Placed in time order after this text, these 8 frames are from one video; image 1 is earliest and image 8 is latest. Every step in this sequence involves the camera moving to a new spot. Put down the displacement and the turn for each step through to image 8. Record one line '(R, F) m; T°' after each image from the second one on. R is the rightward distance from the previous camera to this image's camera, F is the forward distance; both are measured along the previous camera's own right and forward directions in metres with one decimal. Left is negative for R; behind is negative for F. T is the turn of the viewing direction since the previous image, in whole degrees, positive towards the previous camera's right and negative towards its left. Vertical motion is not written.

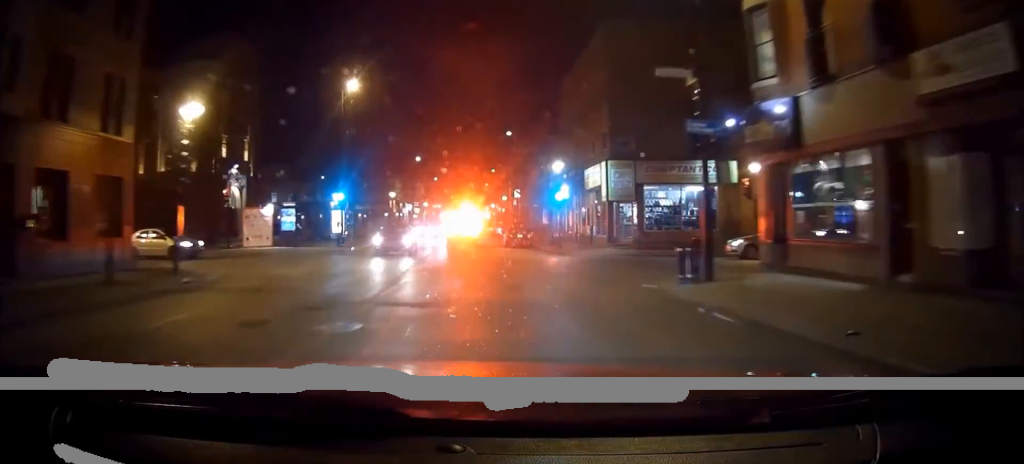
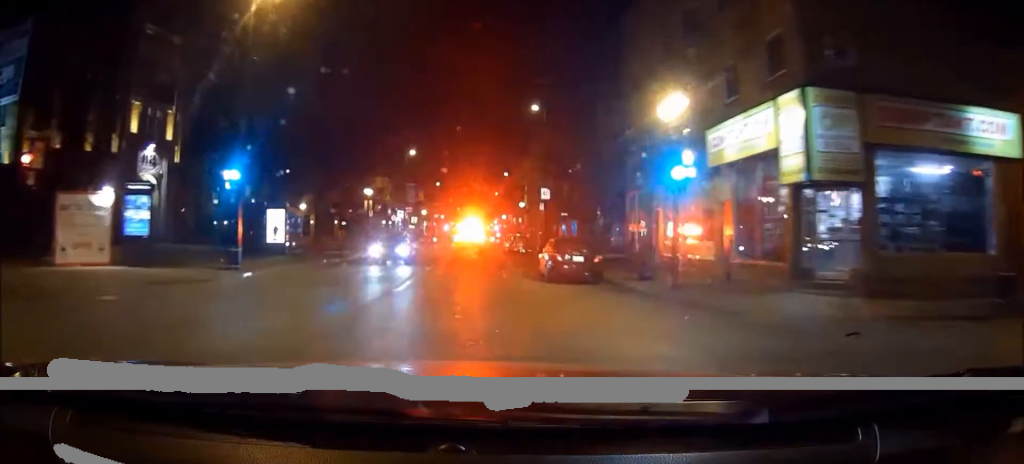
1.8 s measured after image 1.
(-0.5, +22.4) m; -2°
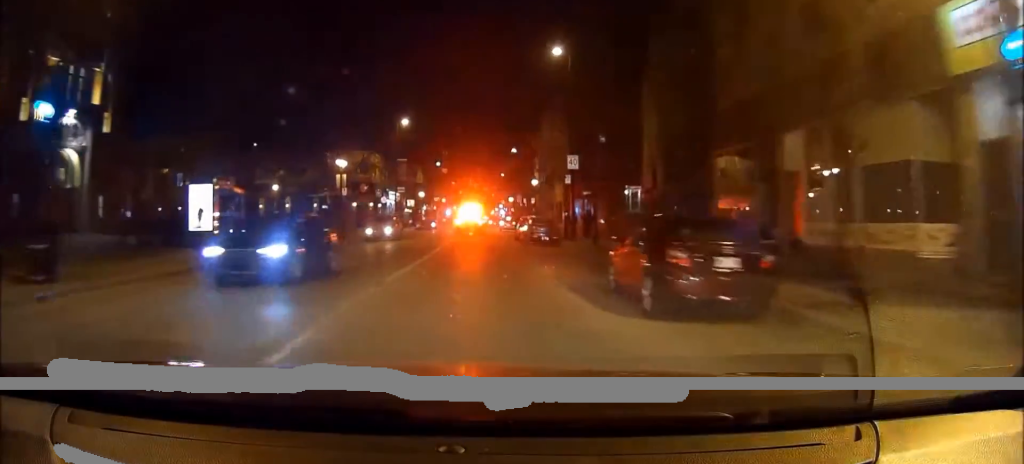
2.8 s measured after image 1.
(0.0, +12.8) m; 0°
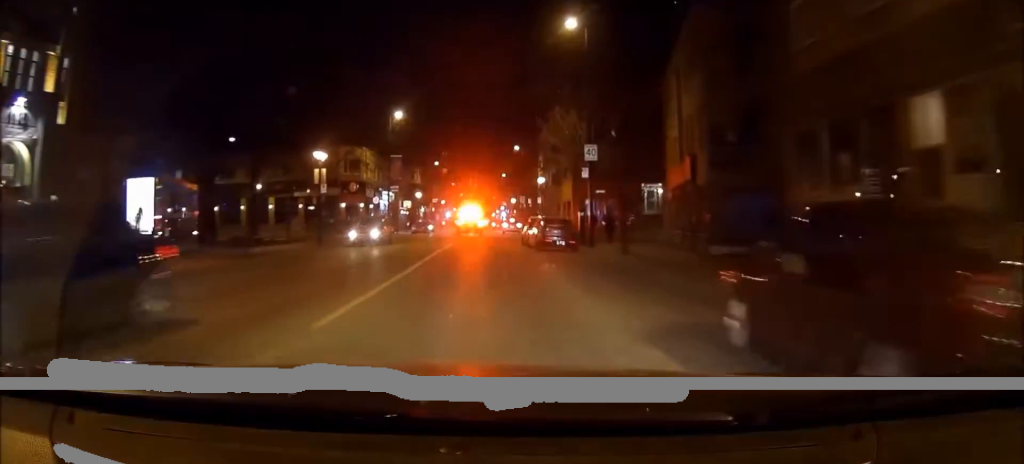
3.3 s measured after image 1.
(-0.1, +6.0) m; +1°
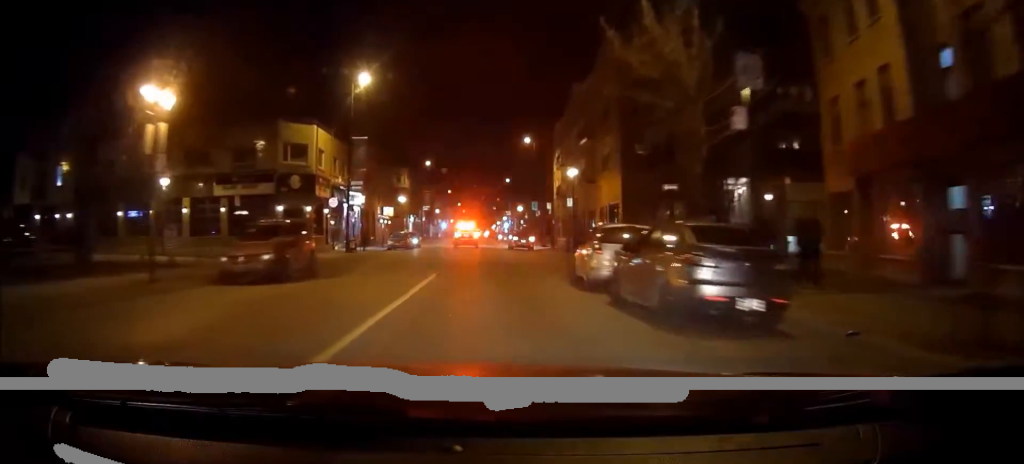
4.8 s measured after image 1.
(+0.5, +19.7) m; +2°
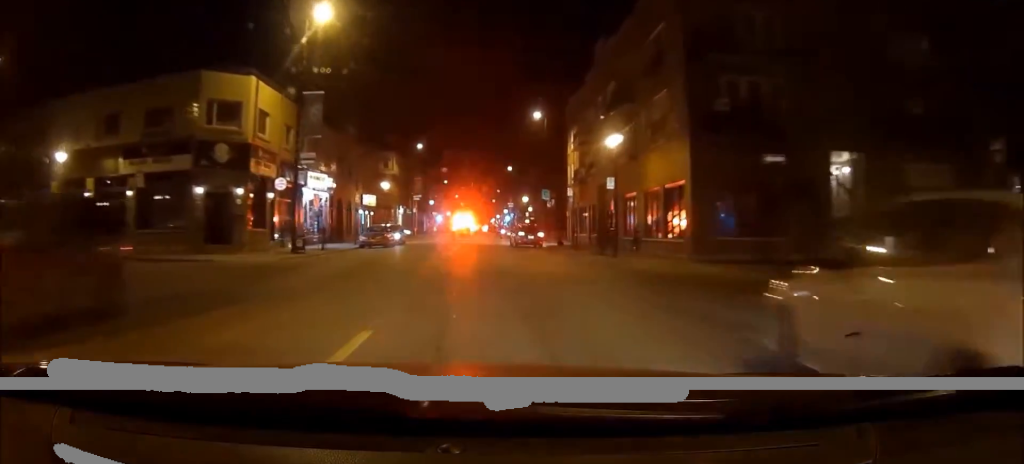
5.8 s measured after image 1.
(-0.1, +12.3) m; -1°
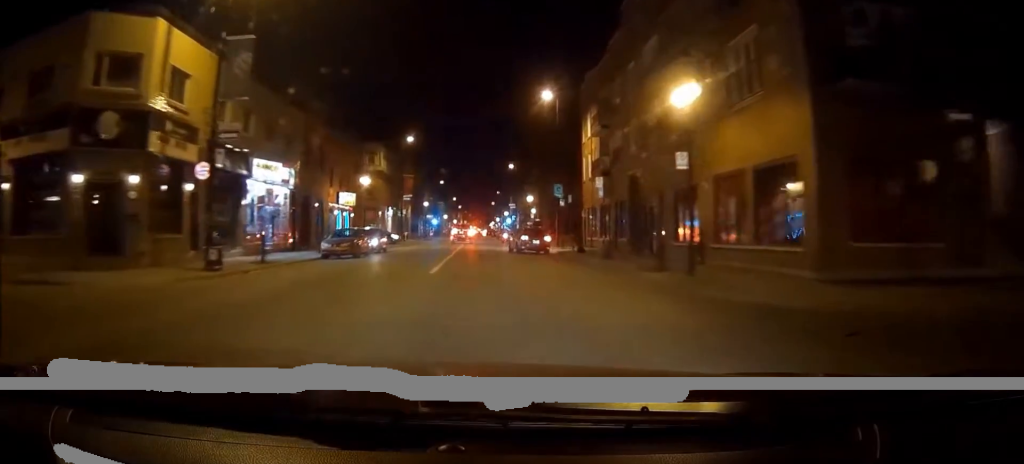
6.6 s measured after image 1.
(-0.1, +9.7) m; 0°
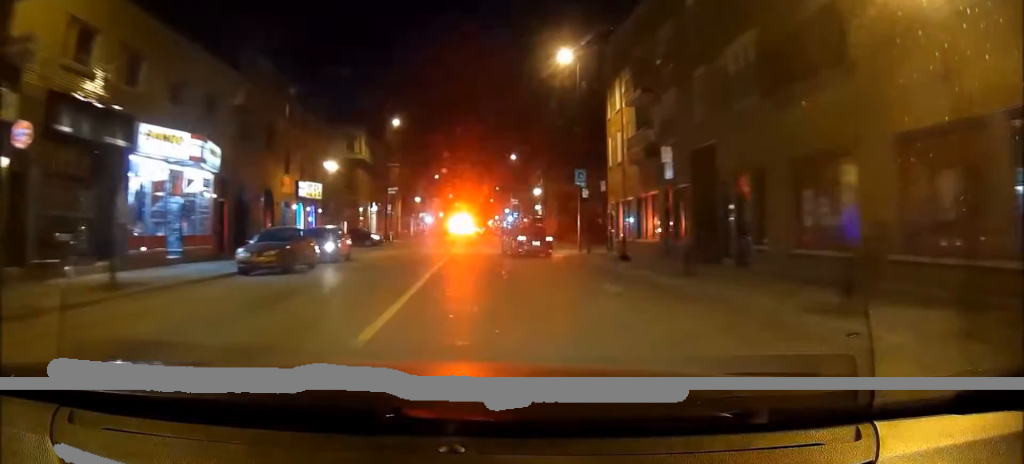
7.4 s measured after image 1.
(0.0, +10.7) m; 0°
